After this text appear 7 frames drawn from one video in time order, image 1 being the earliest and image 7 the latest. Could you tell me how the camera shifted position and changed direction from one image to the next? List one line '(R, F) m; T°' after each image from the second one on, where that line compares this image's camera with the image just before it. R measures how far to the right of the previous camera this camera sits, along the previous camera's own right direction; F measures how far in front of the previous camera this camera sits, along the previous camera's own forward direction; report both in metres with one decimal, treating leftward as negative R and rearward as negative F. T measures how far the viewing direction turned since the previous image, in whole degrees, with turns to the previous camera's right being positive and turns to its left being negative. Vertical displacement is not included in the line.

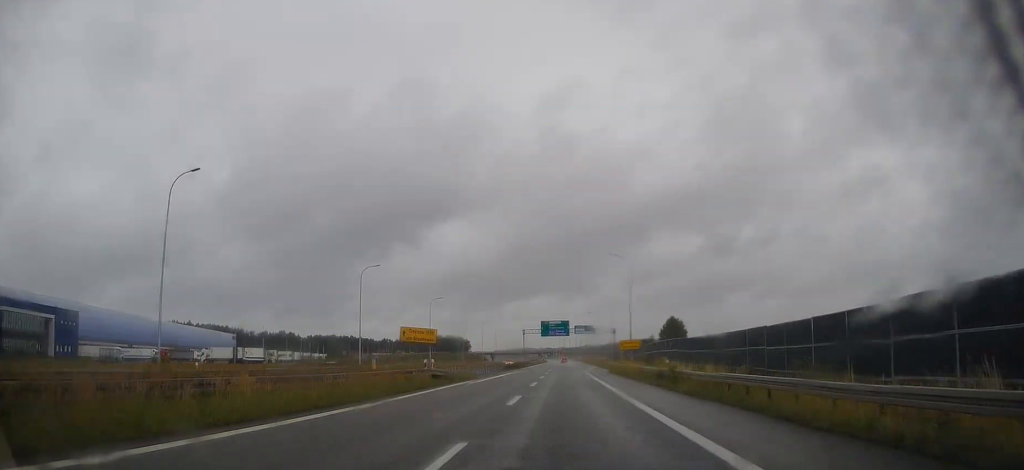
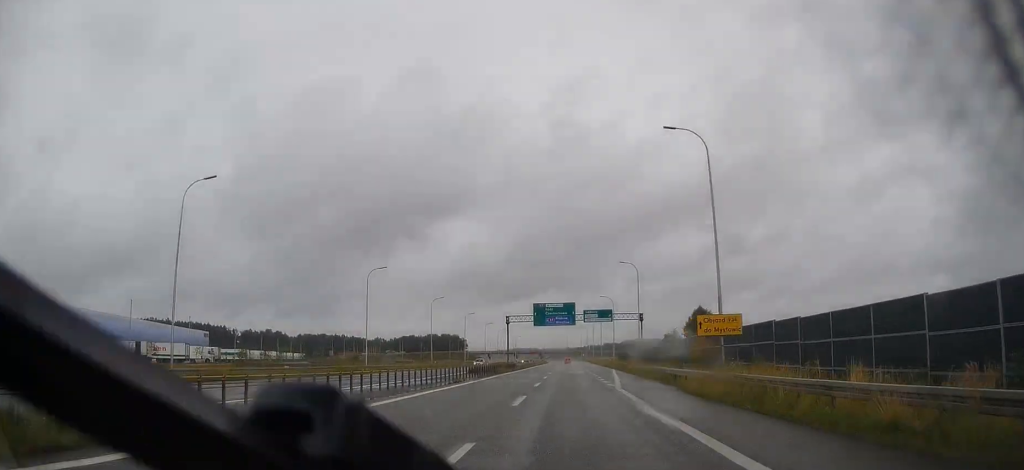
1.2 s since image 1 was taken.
(-0.4, +35.5) m; 0°
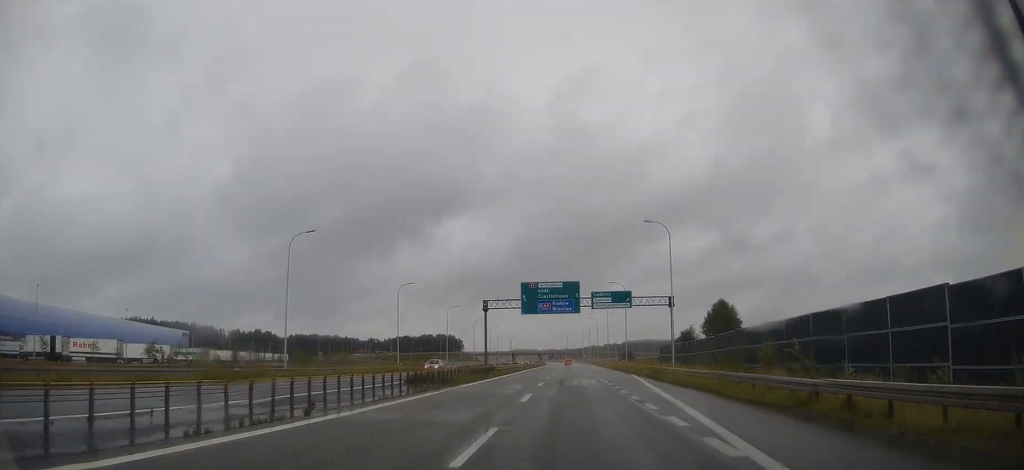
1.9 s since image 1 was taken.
(+0.1, +21.2) m; 0°
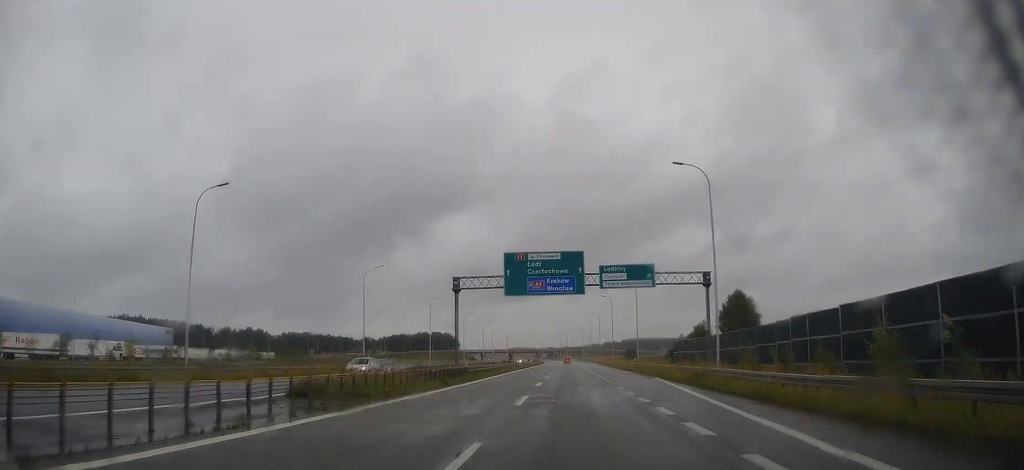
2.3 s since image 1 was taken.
(+0.1, +14.1) m; 0°
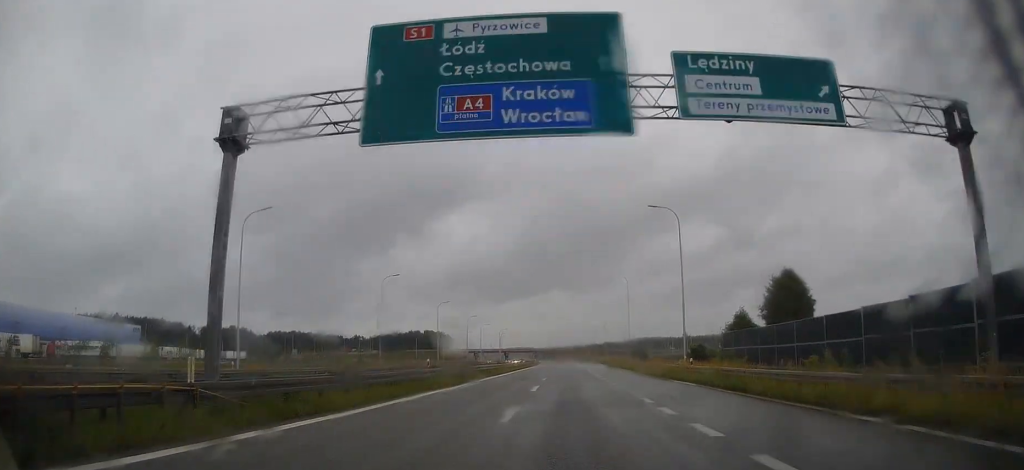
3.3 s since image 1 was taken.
(0.0, +28.0) m; -1°
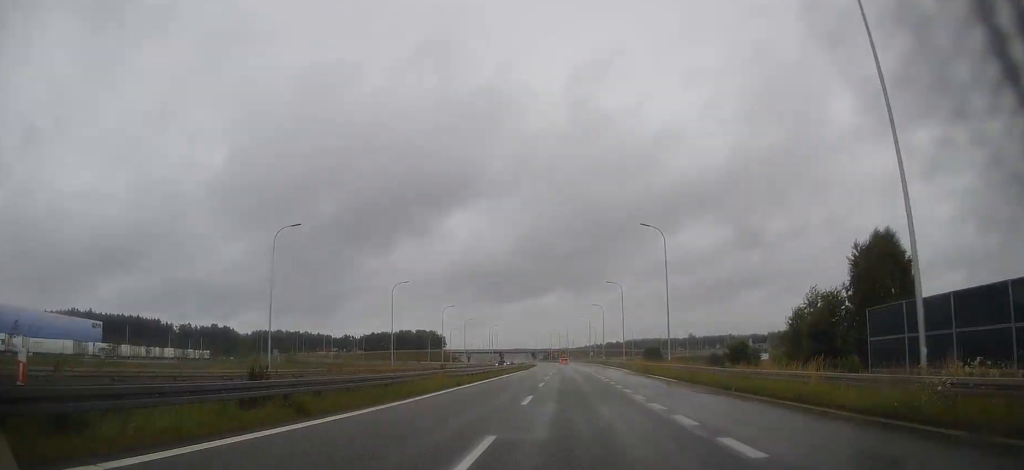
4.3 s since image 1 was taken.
(-0.4, +29.8) m; 0°
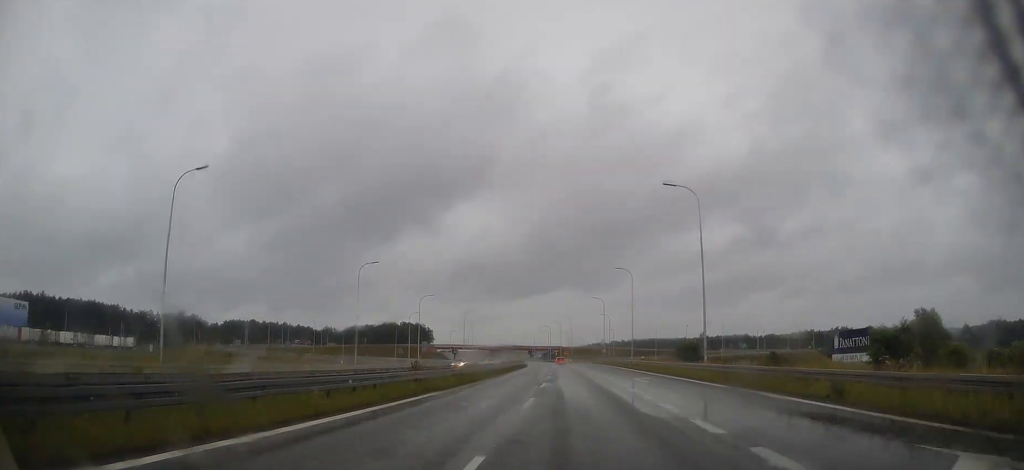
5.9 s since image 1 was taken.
(+0.1, +49.0) m; -1°
